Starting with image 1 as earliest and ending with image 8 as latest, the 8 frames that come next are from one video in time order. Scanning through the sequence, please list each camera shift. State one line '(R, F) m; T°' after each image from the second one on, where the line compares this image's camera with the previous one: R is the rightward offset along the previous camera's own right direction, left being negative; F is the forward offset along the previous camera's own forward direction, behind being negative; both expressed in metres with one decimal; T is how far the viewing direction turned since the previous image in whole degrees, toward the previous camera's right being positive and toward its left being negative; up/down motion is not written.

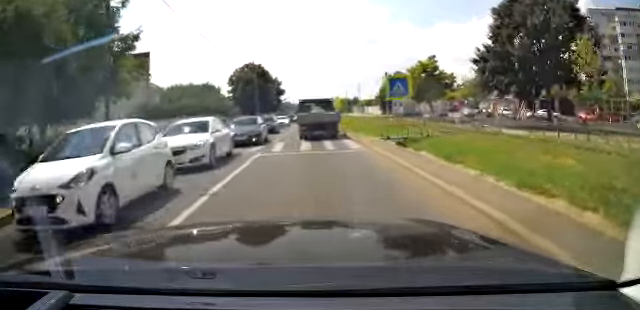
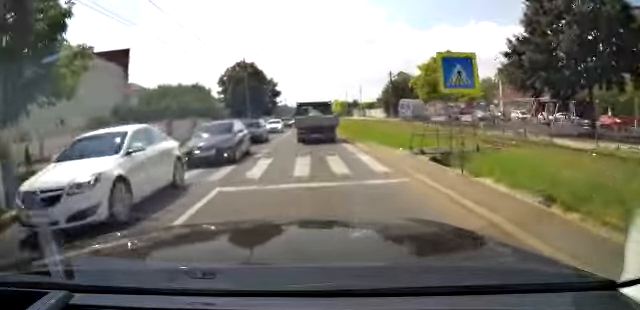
(0.0, +6.0) m; 0°
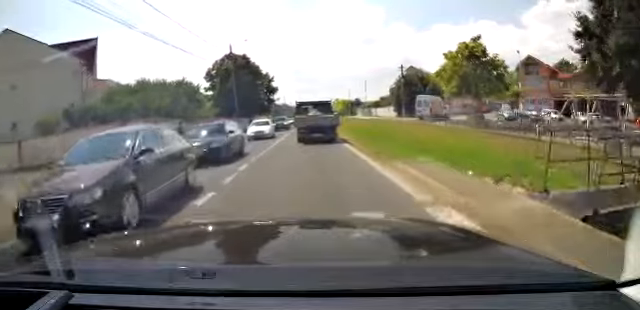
(0.0, +7.9) m; 0°
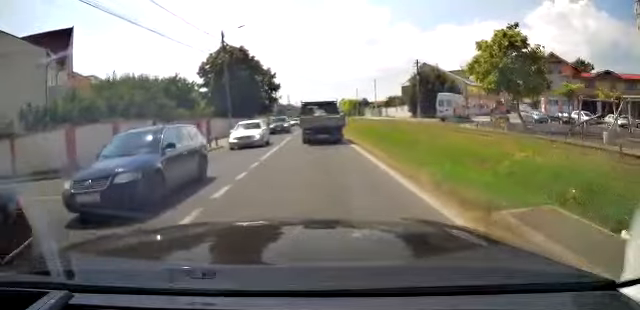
(0.0, +5.5) m; 0°
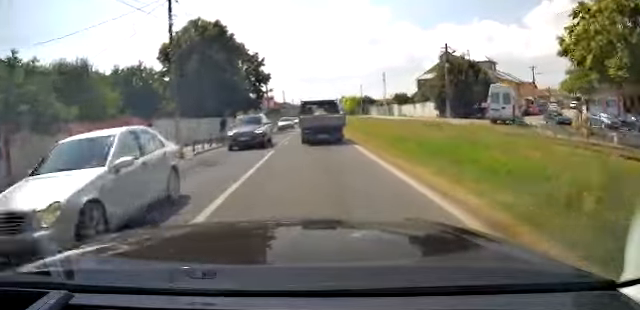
(0.0, +11.2) m; 0°
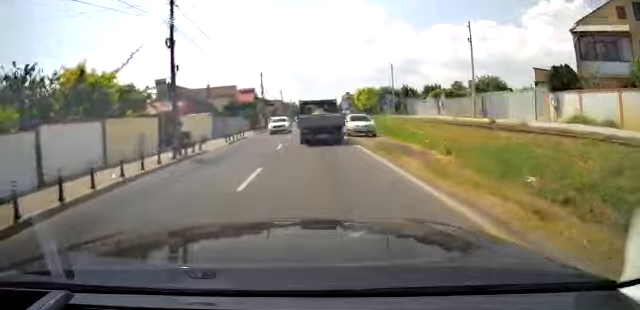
(+0.5, +36.4) m; +2°
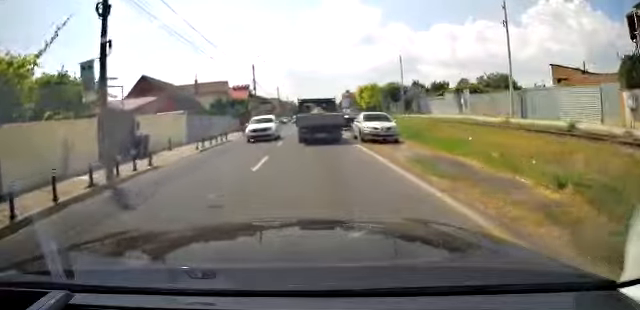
(0.0, +6.0) m; 0°
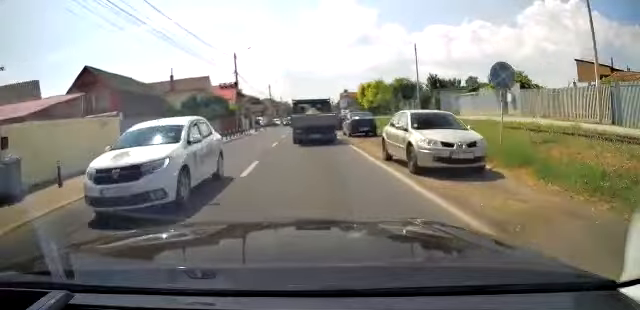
(0.0, +8.7) m; 0°
